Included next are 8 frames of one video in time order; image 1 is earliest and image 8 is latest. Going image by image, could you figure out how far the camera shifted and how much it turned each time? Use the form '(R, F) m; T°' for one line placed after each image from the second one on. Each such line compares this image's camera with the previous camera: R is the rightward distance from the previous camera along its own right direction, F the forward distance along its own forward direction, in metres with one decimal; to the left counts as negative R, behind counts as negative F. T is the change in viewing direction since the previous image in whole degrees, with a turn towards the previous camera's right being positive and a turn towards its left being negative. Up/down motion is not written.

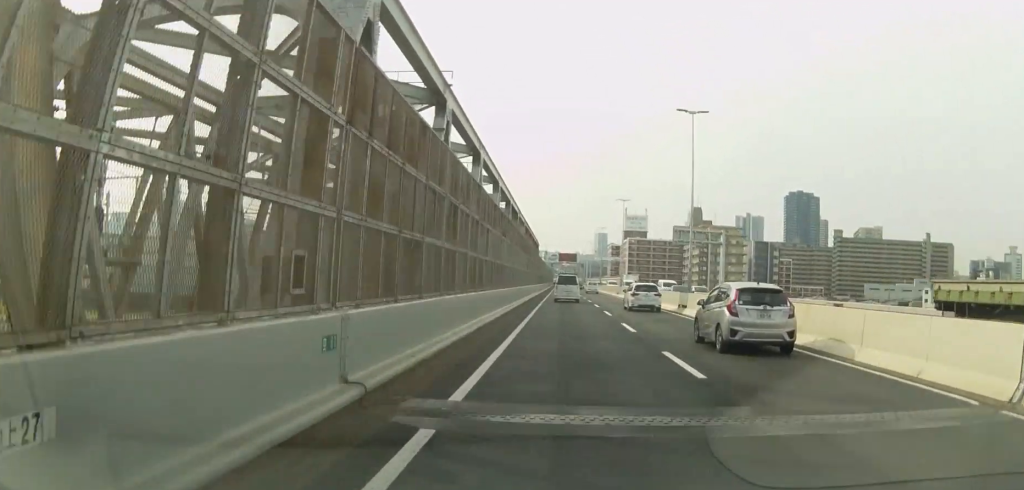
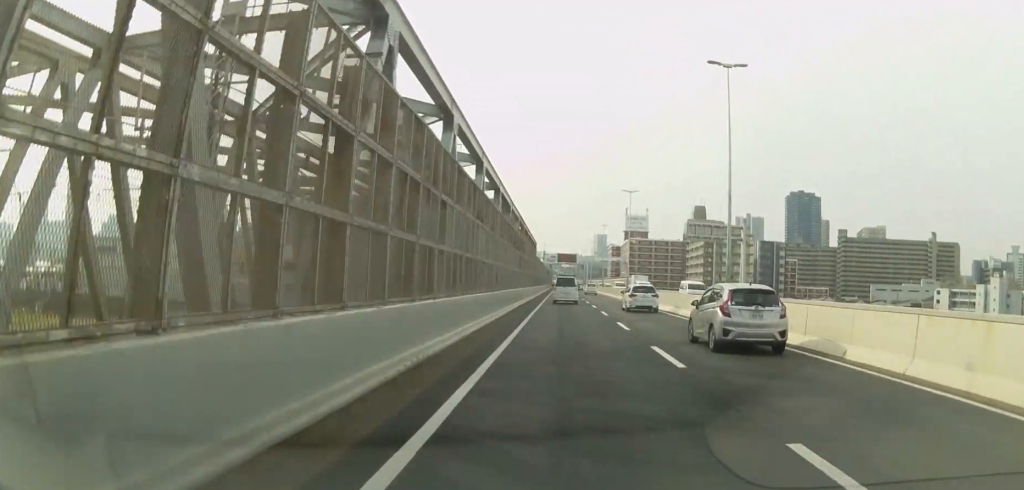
(+0.1, +7.8) m; -1°
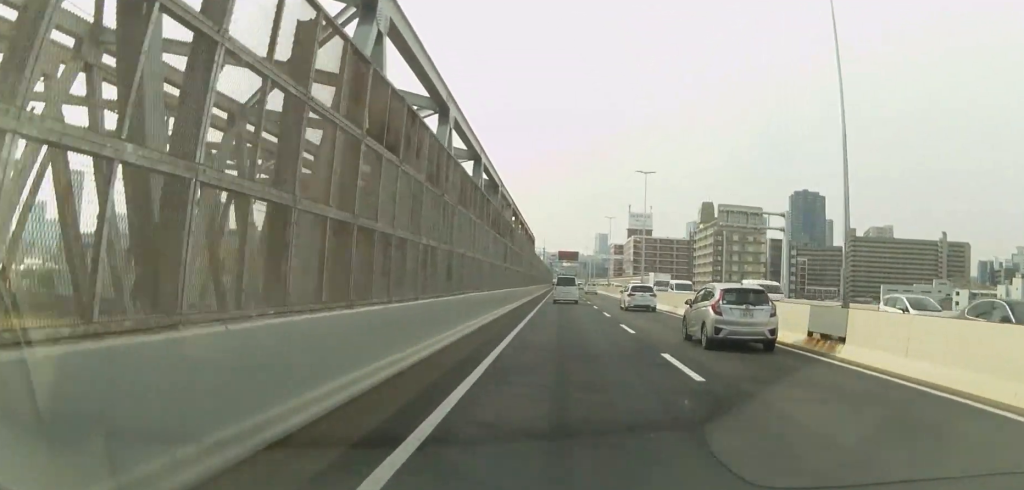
(-0.2, +11.3) m; +1°
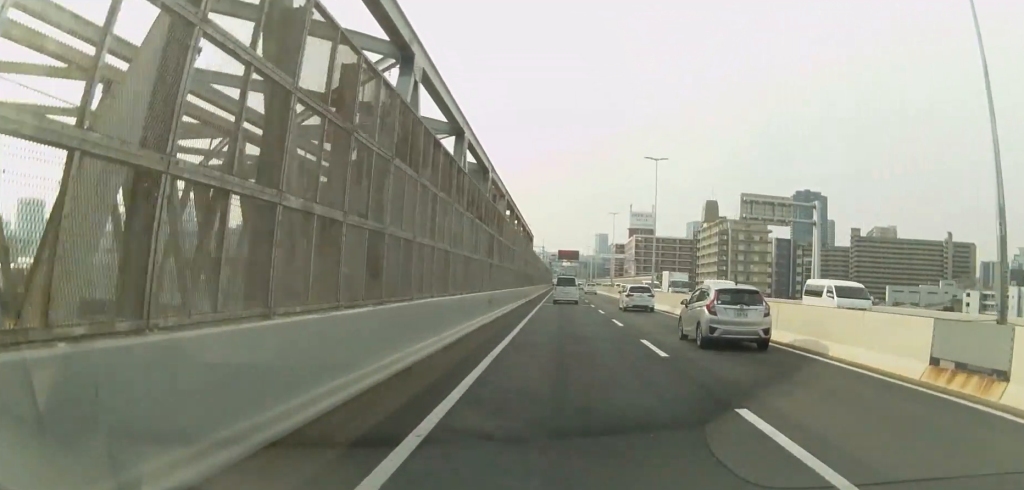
(-0.1, +6.2) m; 0°
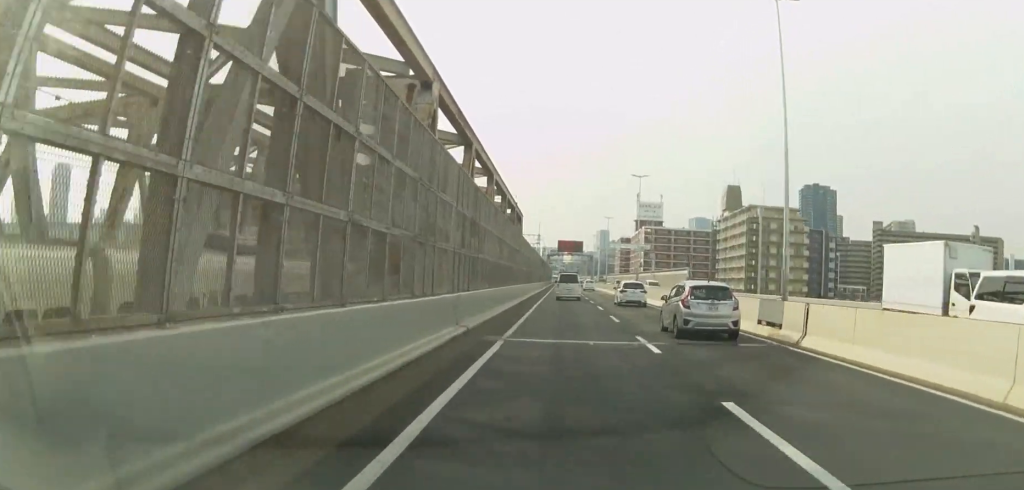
(0.0, +29.5) m; -1°
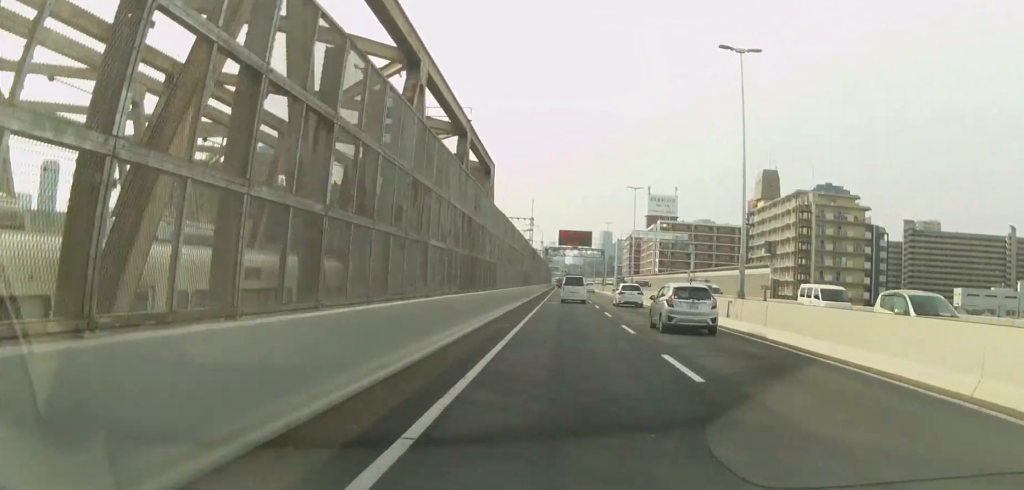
(+1.3, +34.3) m; +1°
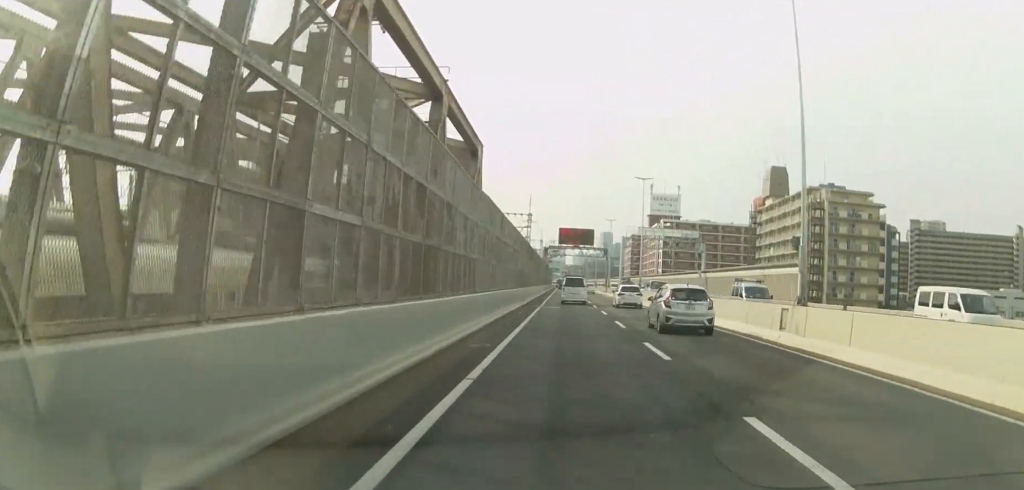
(-0.3, +6.5) m; 0°
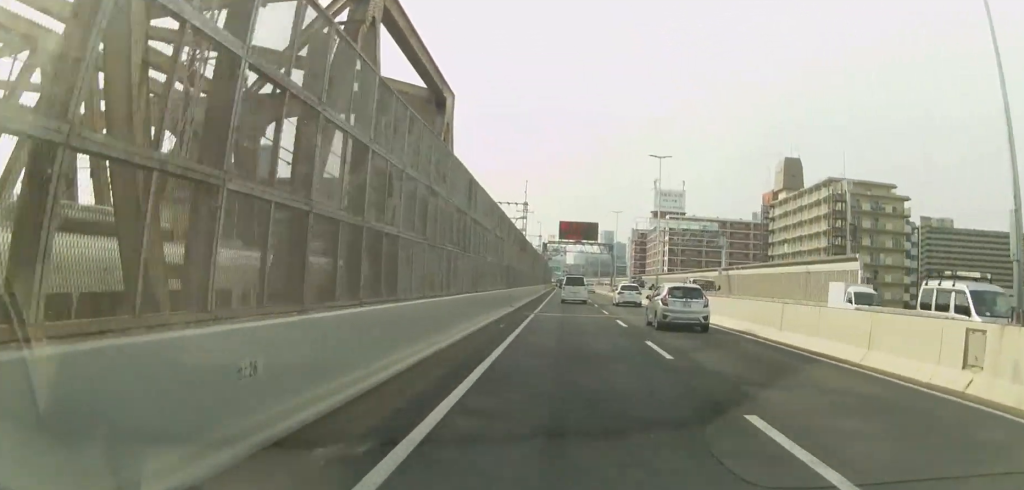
(-0.3, +9.8) m; -1°
